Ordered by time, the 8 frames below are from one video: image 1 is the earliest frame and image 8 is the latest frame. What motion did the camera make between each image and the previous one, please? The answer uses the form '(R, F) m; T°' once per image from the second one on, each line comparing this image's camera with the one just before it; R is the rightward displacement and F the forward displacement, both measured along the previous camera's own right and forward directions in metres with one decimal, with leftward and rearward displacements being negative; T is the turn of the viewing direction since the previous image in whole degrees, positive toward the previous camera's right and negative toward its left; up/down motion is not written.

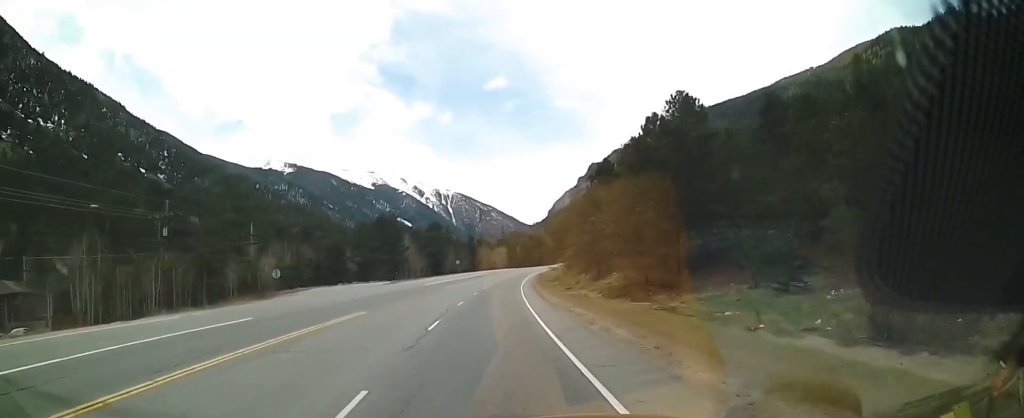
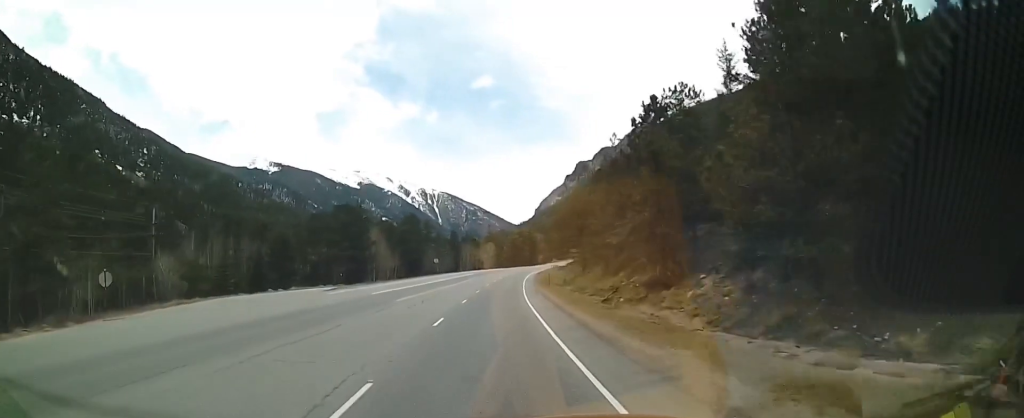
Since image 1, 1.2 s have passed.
(+0.3, +23.6) m; +1°
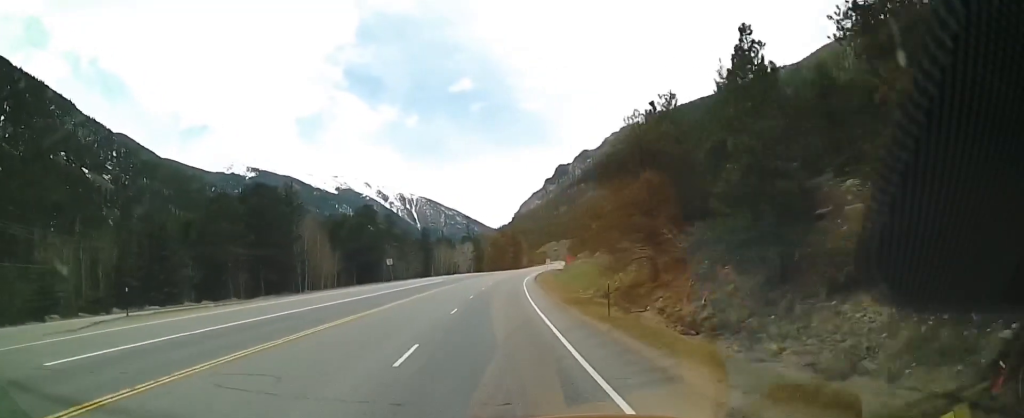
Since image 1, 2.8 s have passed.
(-0.2, +32.4) m; 0°
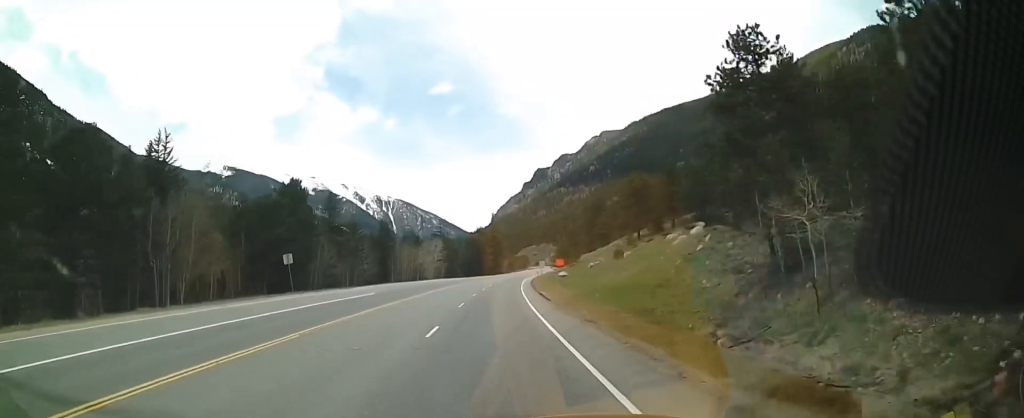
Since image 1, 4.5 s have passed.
(+1.0, +32.1) m; +3°
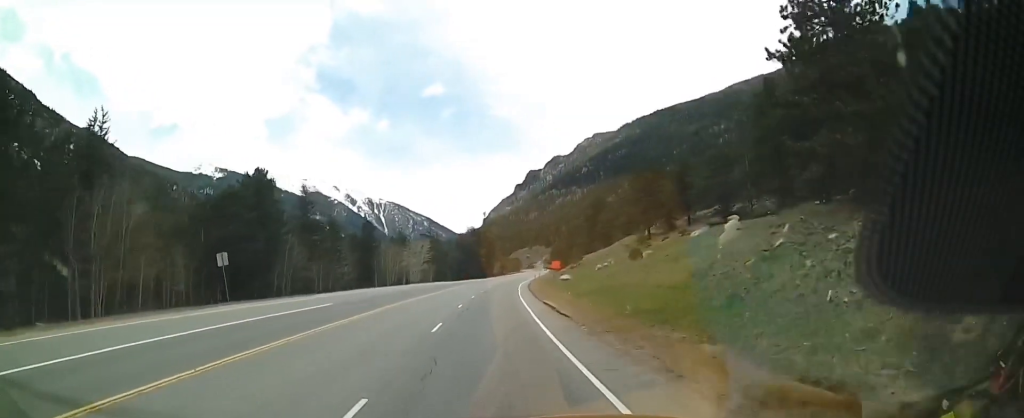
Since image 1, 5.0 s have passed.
(+0.1, +10.1) m; +1°
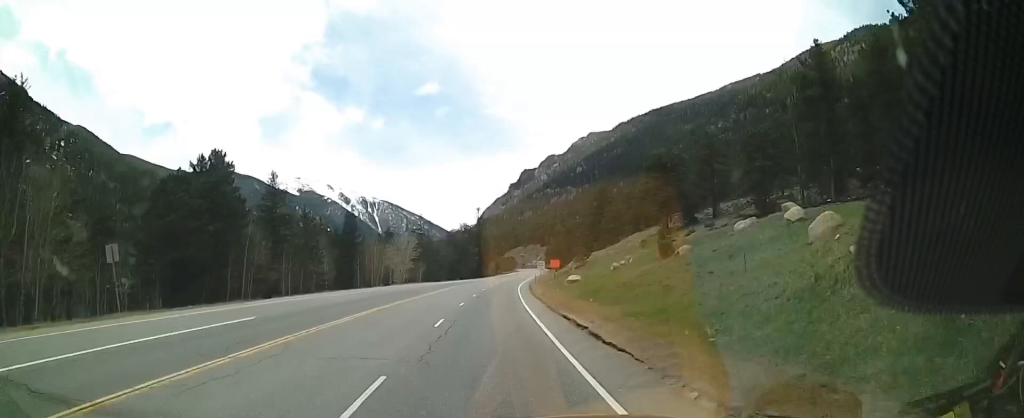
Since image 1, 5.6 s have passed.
(+0.2, +10.6) m; +1°
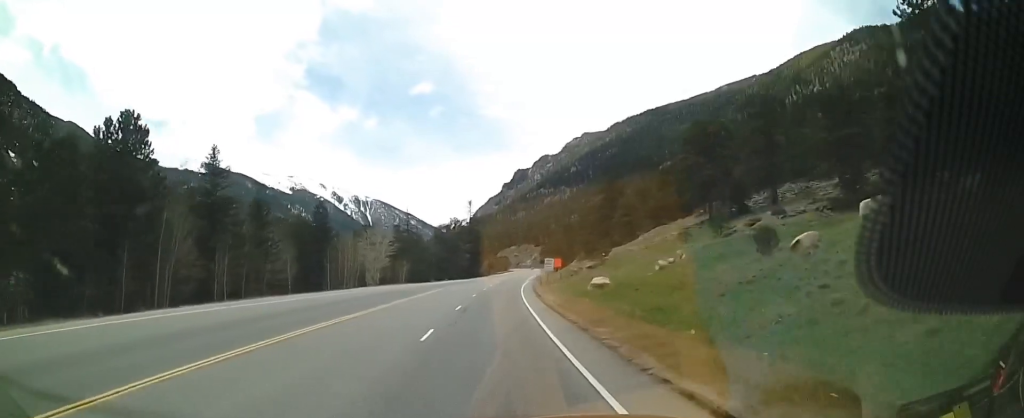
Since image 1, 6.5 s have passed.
(+0.2, +15.9) m; 0°
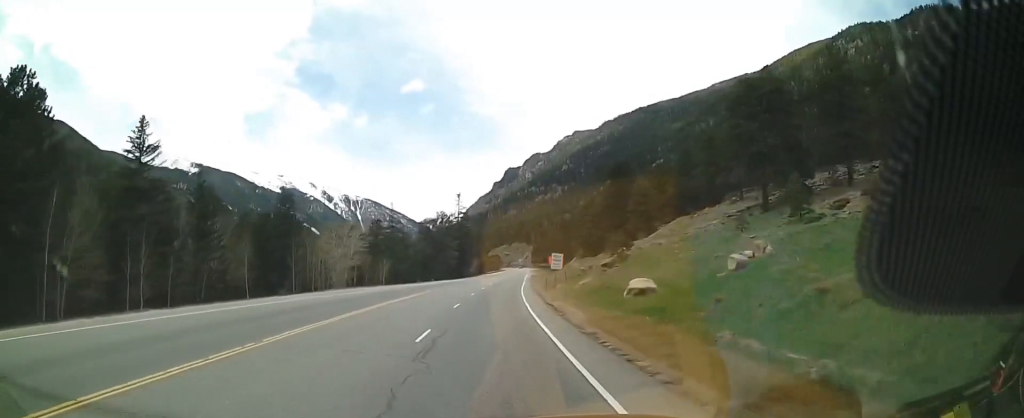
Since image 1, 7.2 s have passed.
(0.0, +12.7) m; +1°
